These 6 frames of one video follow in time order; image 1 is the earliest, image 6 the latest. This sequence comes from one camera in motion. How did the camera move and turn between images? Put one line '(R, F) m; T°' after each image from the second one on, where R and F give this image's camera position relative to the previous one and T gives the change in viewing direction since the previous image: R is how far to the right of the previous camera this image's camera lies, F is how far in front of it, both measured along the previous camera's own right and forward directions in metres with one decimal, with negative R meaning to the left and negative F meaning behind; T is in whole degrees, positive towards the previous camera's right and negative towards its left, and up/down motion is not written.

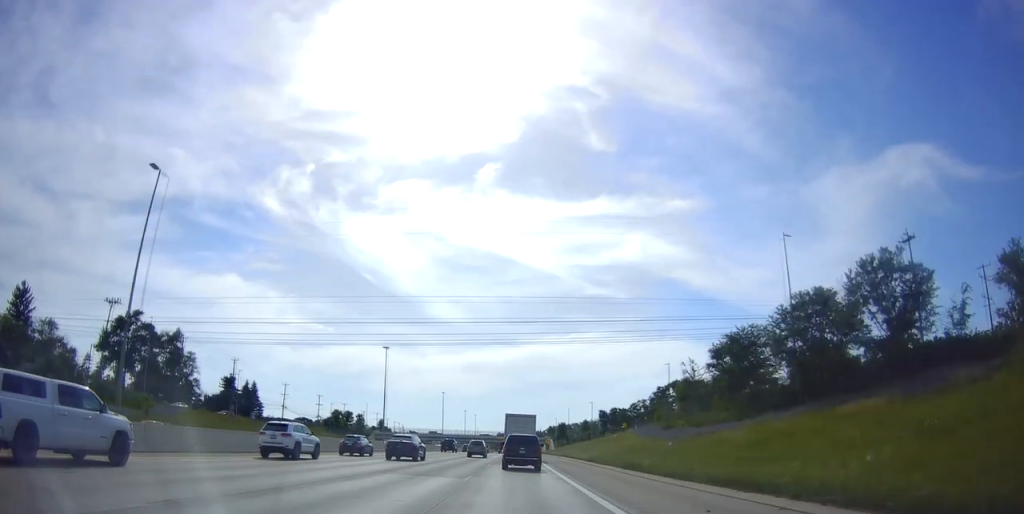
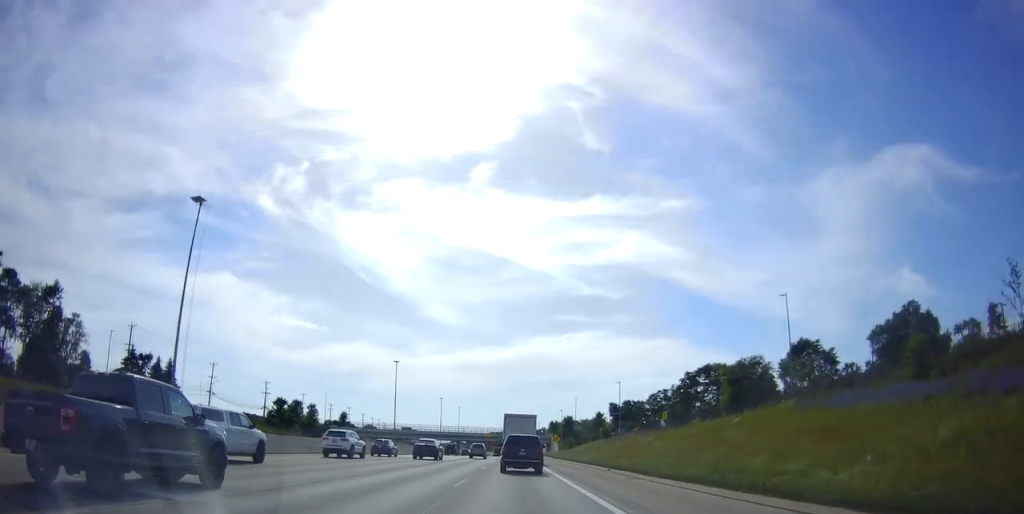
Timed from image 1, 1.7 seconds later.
(+0.3, +47.2) m; 0°
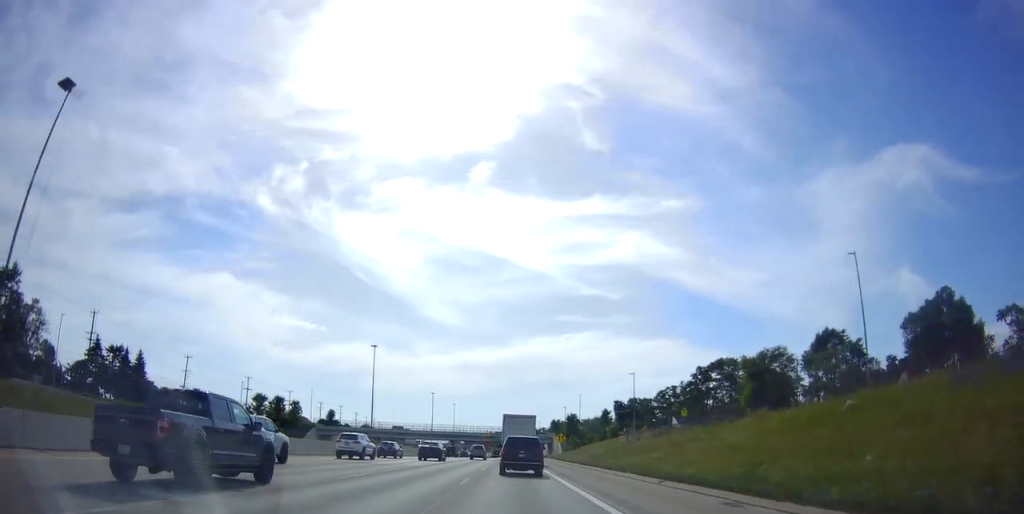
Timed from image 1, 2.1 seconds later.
(+0.1, +13.2) m; -1°
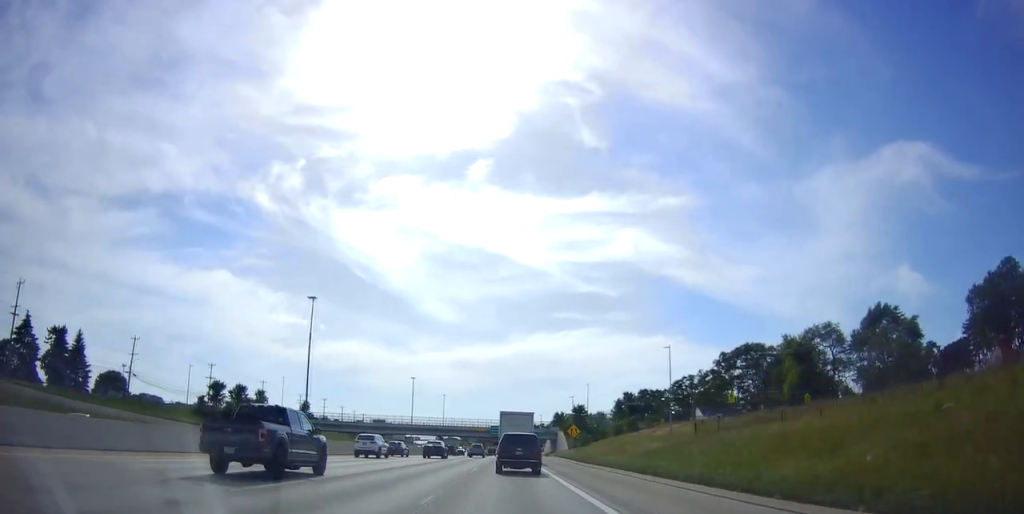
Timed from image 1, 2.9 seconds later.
(-0.3, +22.6) m; 0°
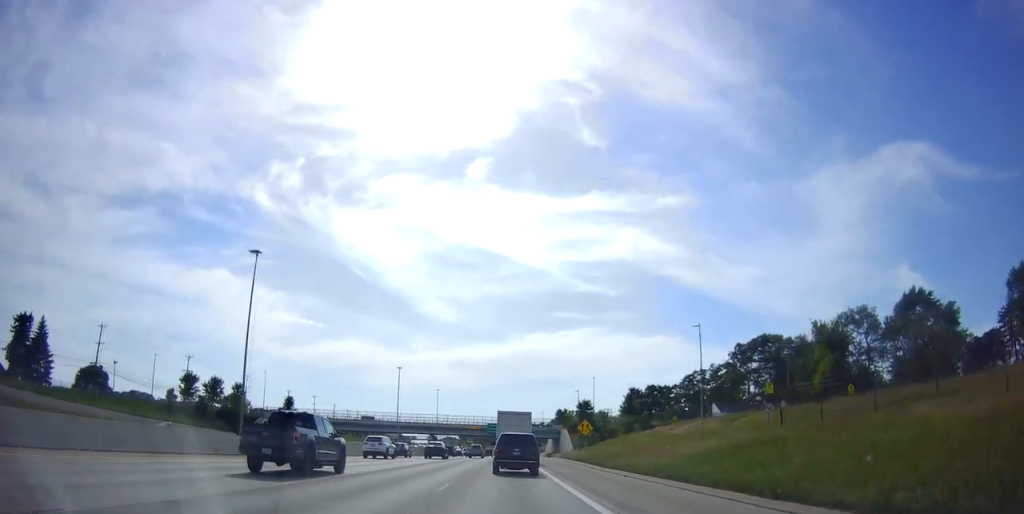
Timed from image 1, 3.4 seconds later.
(-0.4, +12.2) m; 0°
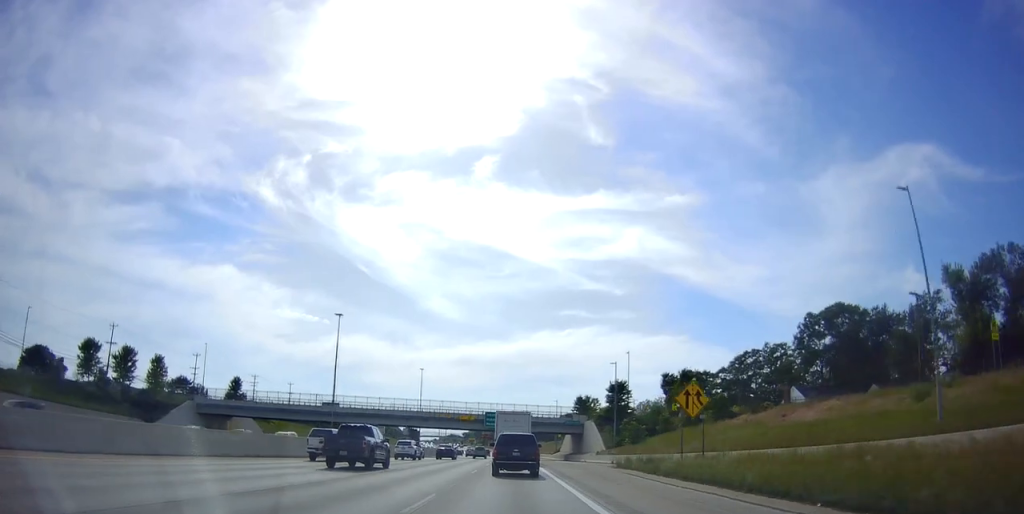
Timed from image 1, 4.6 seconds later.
(+1.1, +35.5) m; +1°
